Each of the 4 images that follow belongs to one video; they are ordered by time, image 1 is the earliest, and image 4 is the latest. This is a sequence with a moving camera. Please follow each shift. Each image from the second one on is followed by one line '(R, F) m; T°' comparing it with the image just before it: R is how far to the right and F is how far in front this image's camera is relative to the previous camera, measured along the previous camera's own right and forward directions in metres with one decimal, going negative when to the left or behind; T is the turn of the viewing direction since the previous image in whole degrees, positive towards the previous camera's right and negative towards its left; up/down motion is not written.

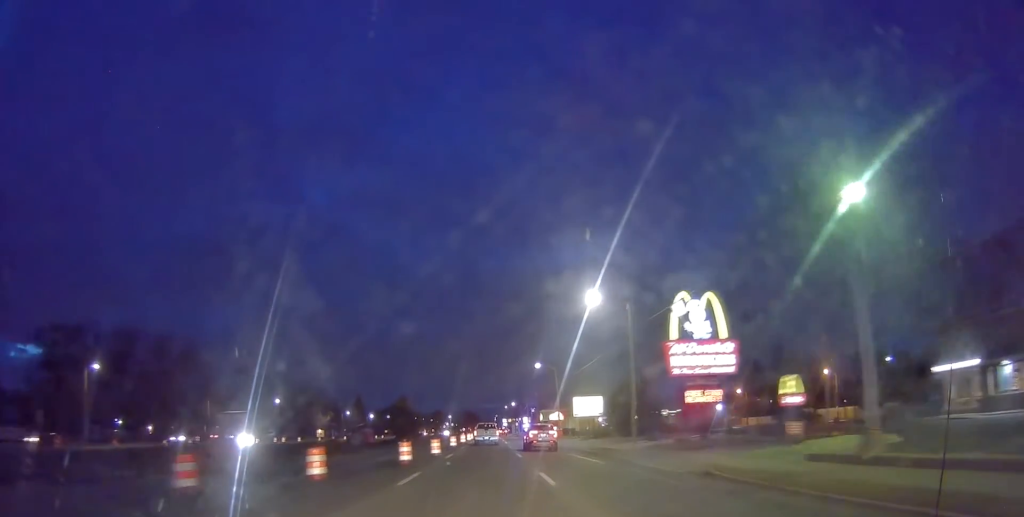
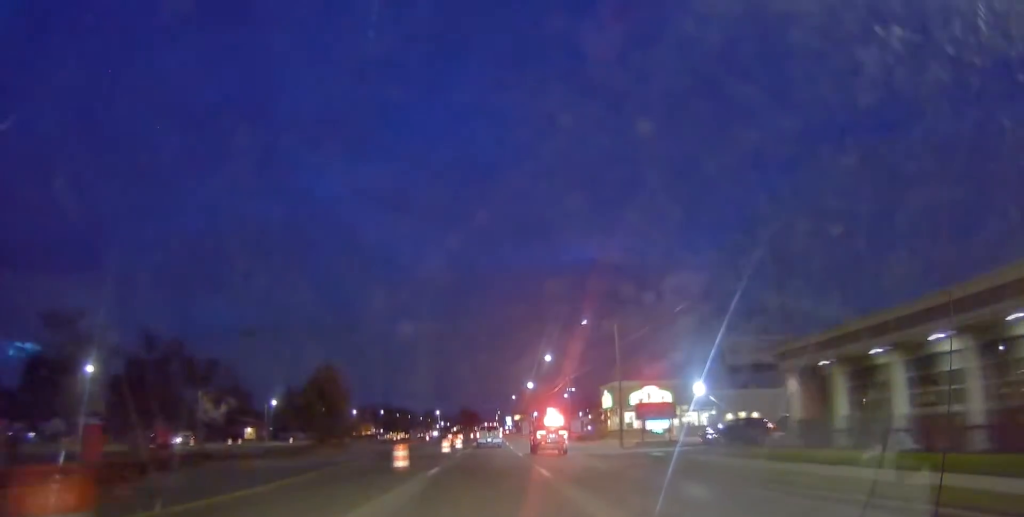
(-0.6, +74.5) m; +1°
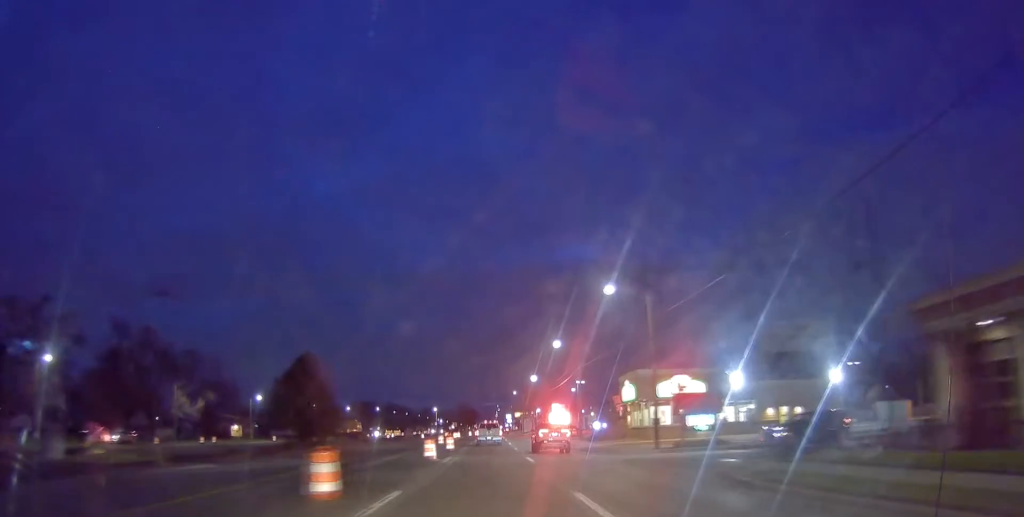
(+0.3, +9.3) m; +1°
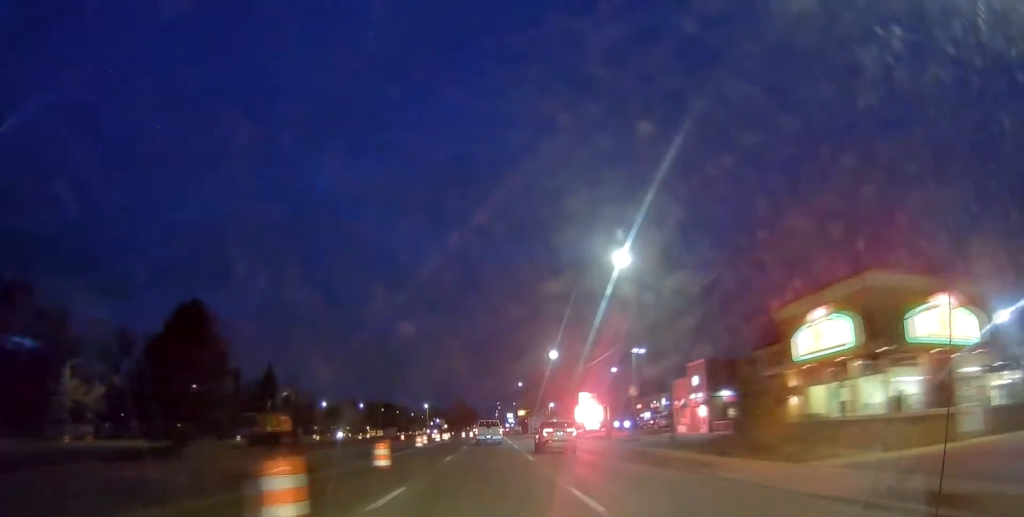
(-1.2, +30.4) m; -2°
